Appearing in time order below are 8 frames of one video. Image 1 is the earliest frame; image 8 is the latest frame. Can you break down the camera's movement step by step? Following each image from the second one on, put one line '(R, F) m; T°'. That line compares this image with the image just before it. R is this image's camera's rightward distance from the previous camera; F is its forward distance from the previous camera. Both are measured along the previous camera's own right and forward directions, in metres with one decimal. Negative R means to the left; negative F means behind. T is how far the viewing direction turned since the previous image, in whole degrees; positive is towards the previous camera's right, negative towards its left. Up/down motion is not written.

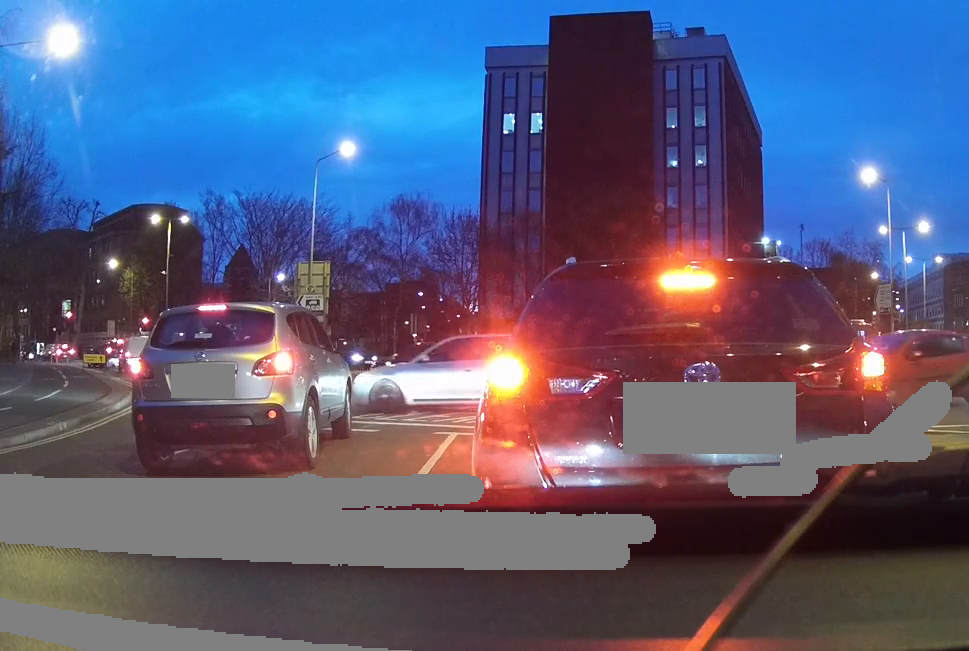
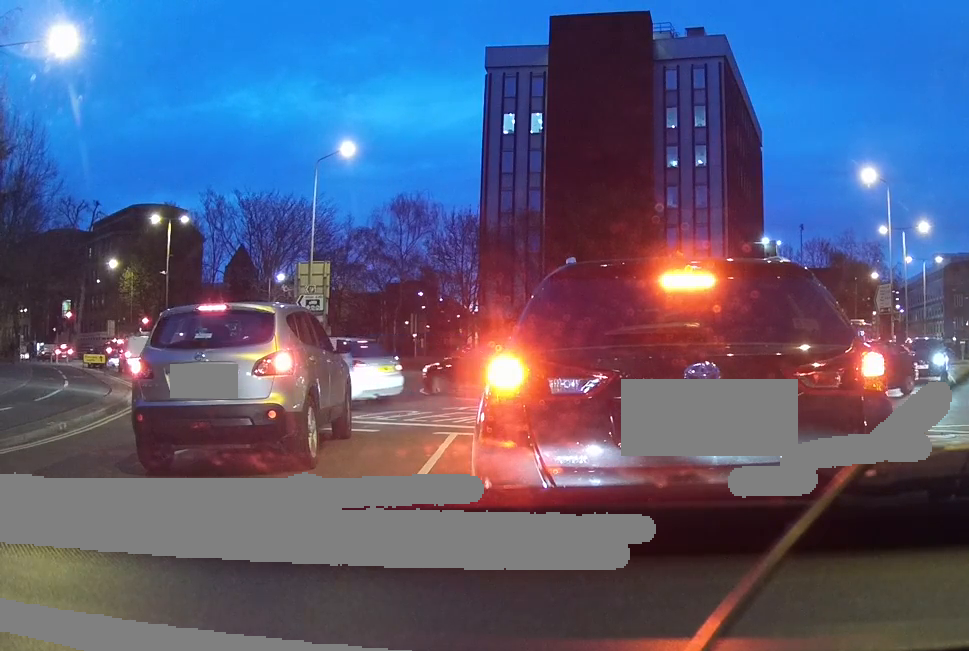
(0.0, 0.0) m; 0°
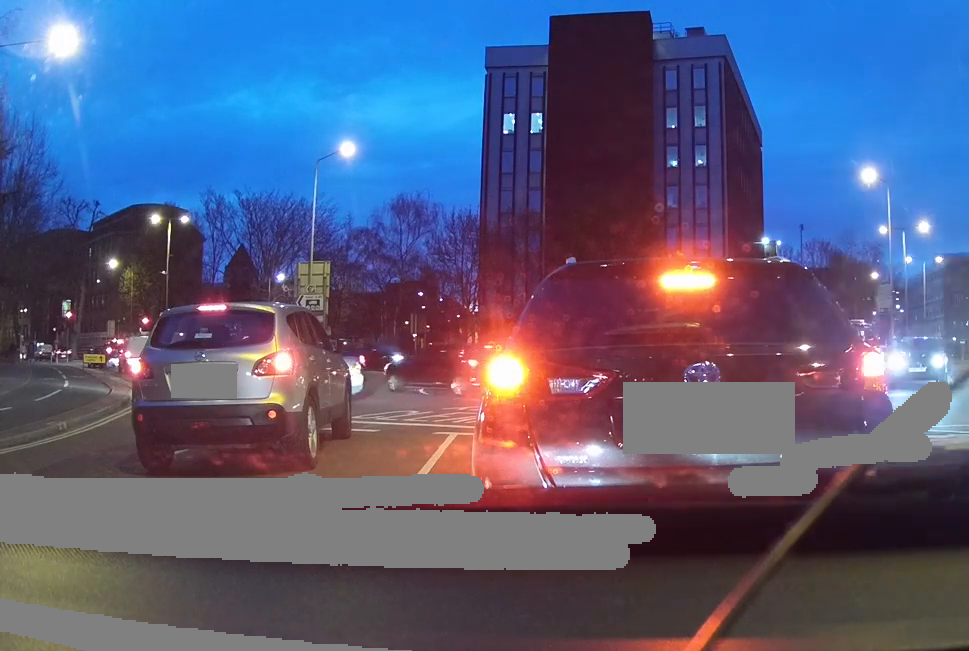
(0.0, 0.0) m; 0°
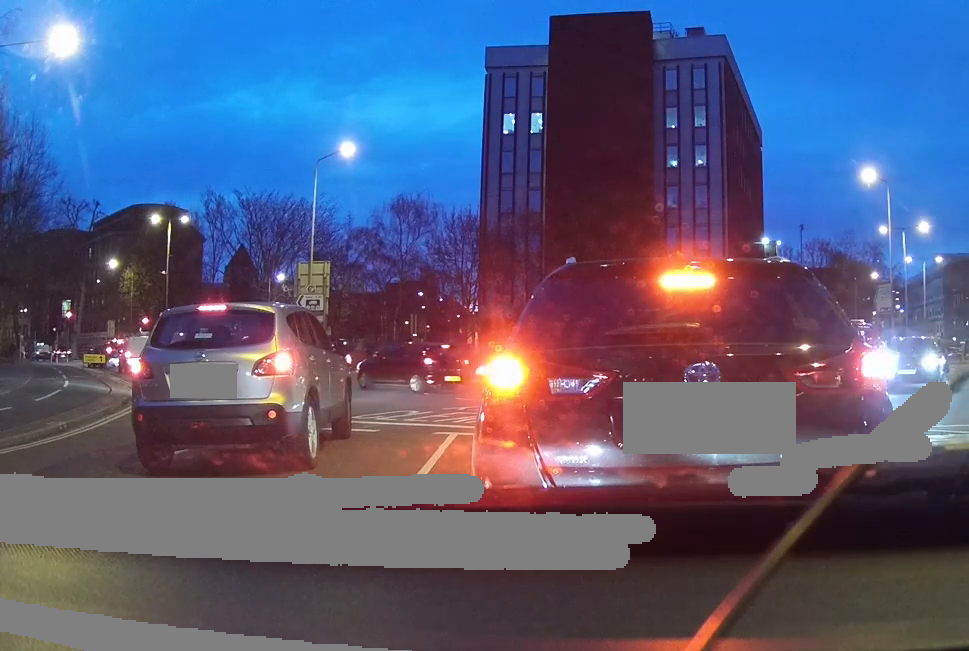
(0.0, 0.0) m; 0°
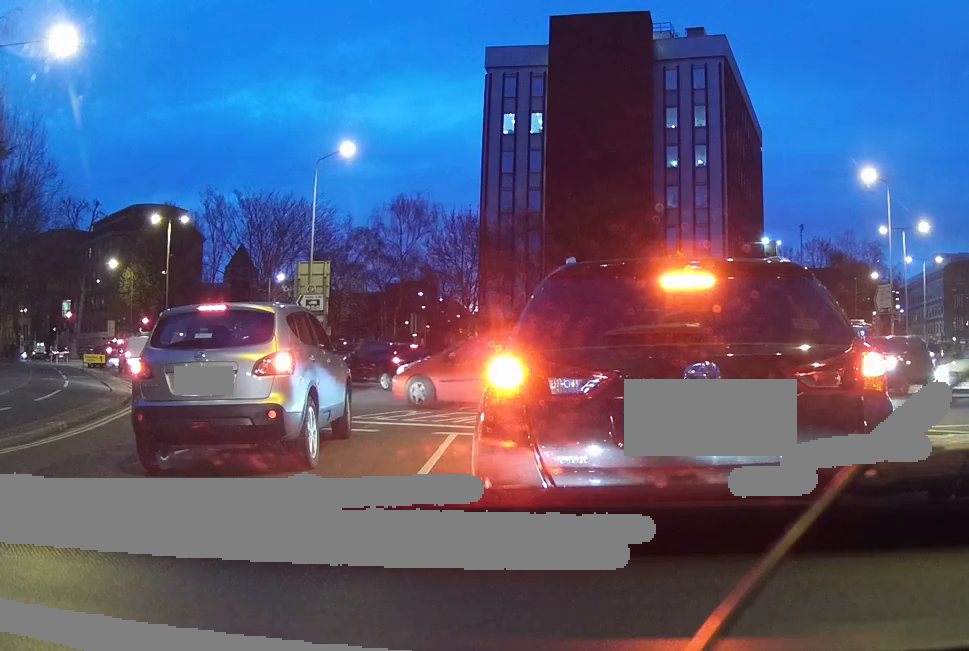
(0.0, 0.0) m; 0°
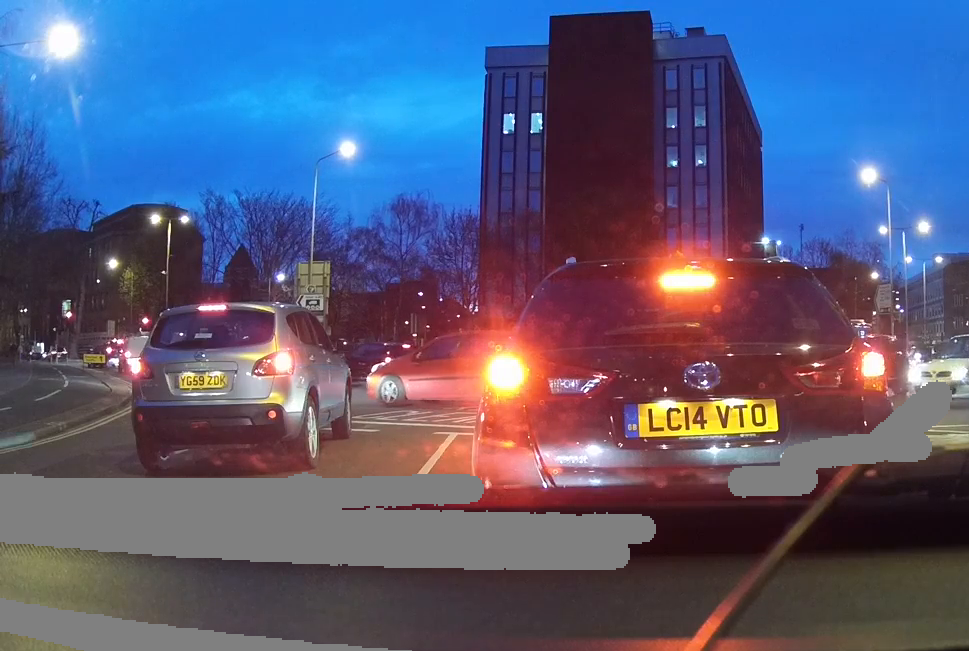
(0.0, 0.0) m; 0°
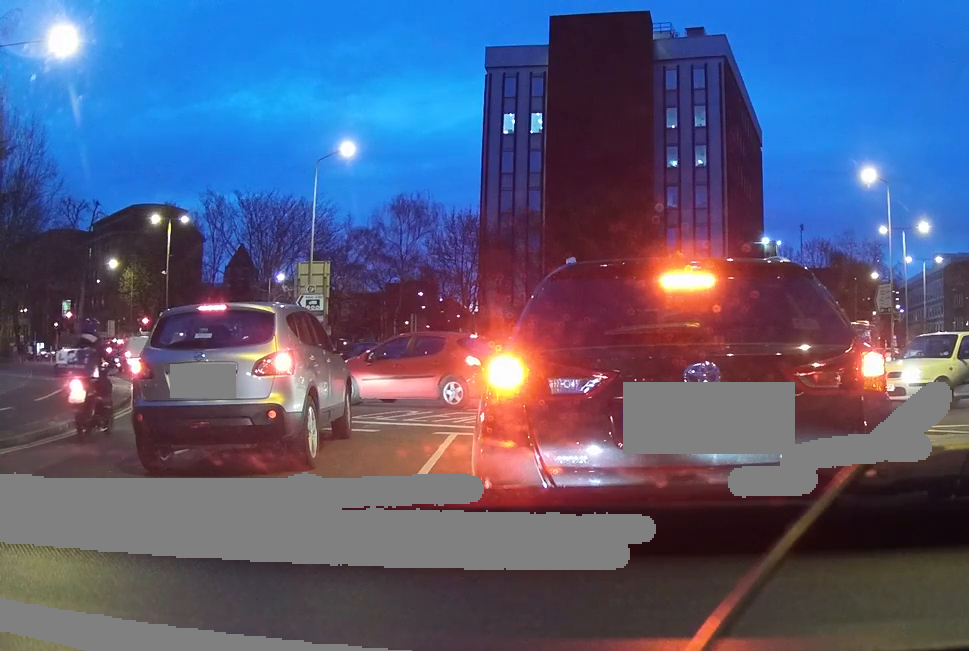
(0.0, 0.0) m; 0°
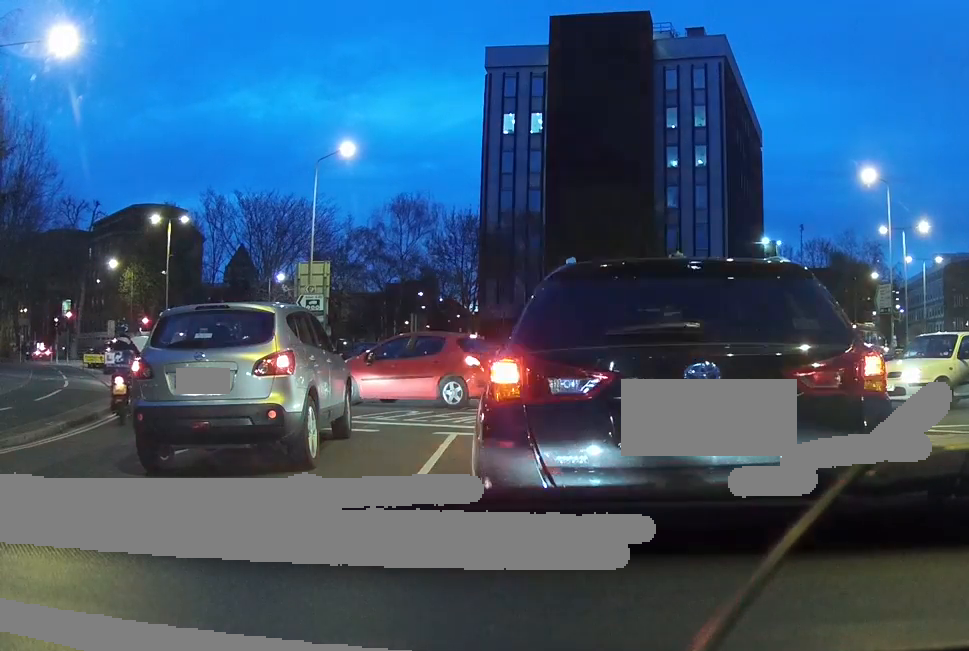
(0.0, 0.0) m; 0°
